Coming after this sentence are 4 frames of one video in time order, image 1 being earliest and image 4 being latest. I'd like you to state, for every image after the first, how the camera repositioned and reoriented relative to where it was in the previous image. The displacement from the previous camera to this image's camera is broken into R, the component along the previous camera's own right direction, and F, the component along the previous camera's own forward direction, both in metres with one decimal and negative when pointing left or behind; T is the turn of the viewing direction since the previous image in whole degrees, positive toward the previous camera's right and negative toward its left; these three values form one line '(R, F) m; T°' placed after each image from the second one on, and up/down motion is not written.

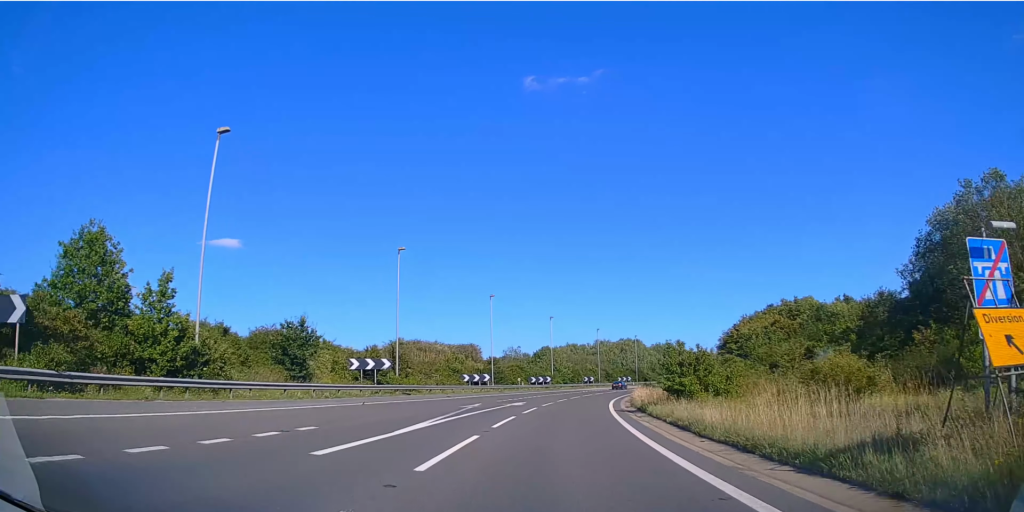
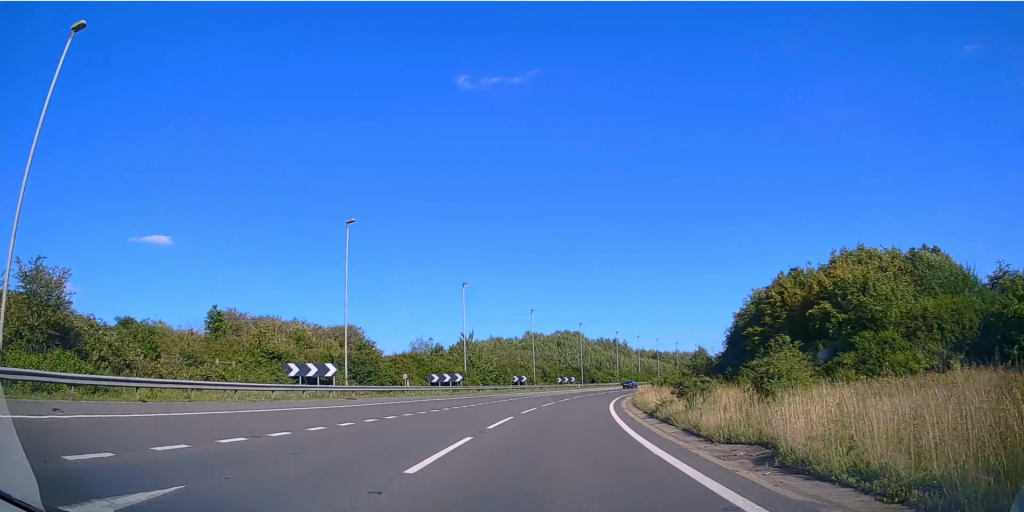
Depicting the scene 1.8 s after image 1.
(+1.9, +34.9) m; +5°
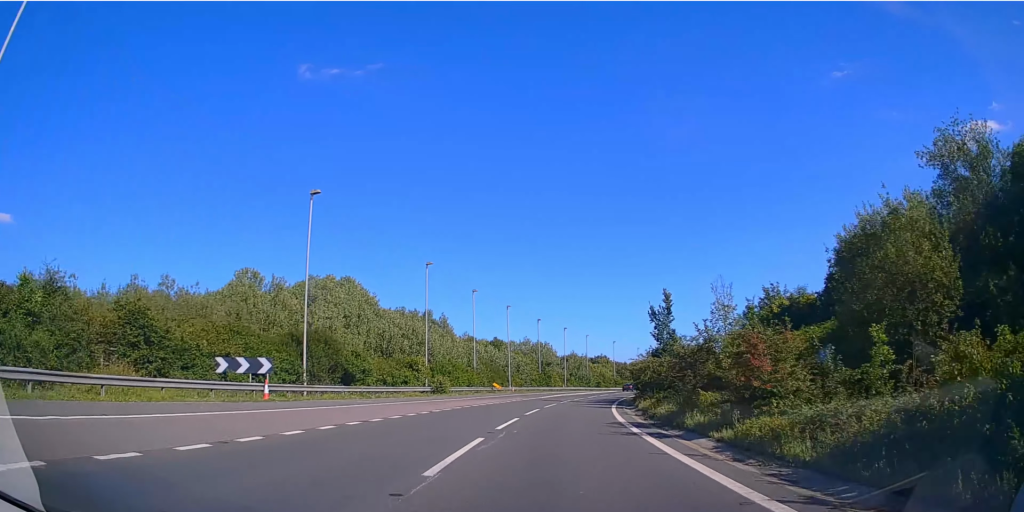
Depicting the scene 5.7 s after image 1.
(+10.1, +77.2) m; +17°
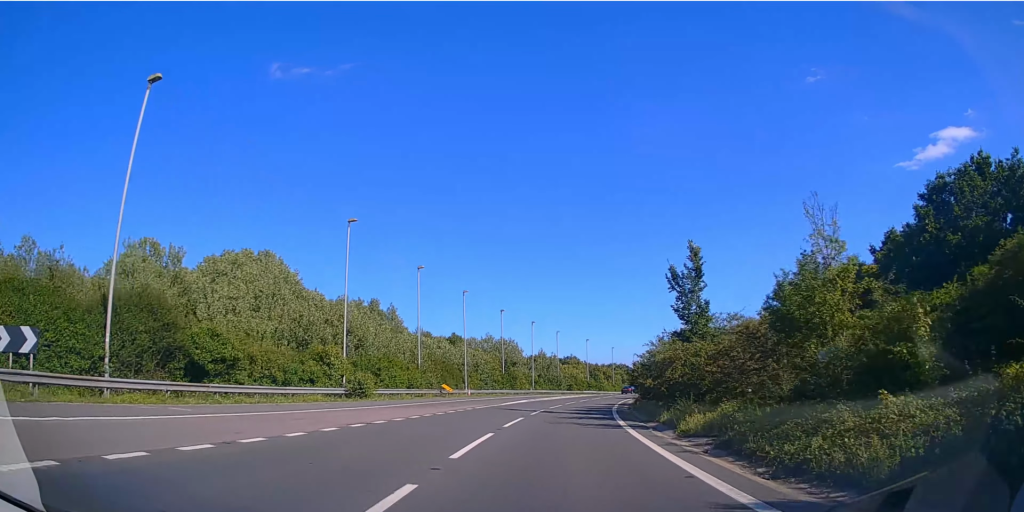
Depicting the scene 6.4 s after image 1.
(+0.2, +15.0) m; +4°
